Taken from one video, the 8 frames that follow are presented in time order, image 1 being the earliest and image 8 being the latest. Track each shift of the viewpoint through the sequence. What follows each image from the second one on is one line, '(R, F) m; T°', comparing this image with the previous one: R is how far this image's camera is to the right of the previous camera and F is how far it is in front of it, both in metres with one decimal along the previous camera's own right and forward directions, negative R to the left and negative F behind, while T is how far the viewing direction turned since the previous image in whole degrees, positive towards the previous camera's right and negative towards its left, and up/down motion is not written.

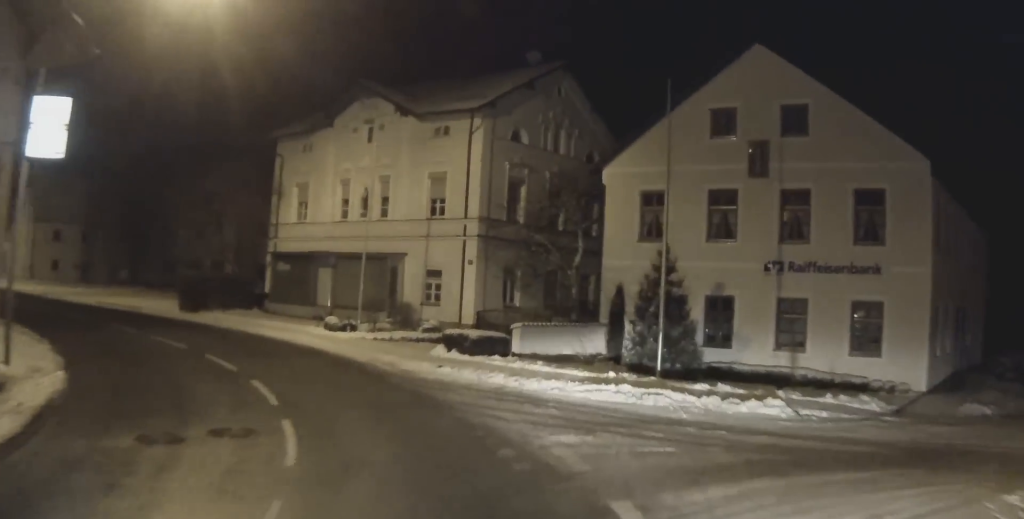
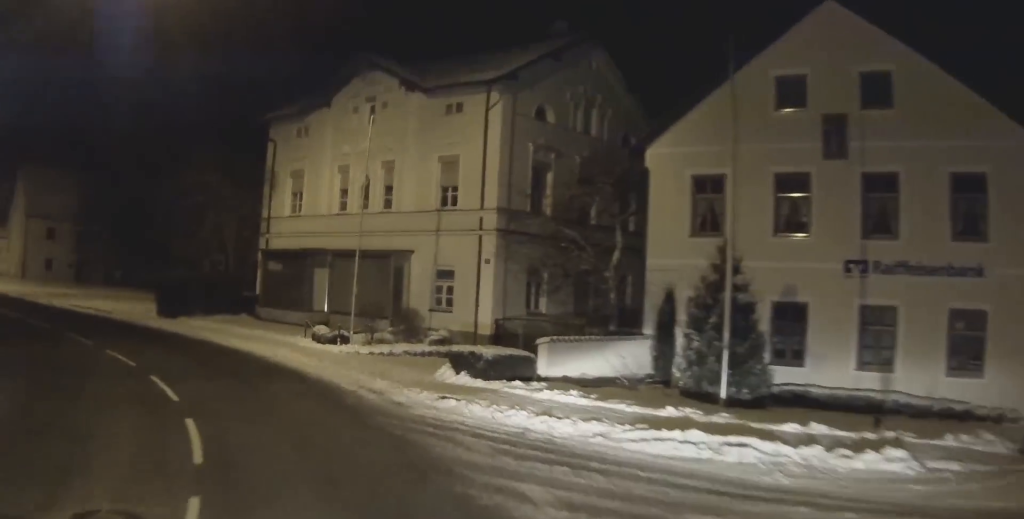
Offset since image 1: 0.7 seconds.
(0.0, +4.5) m; -5°
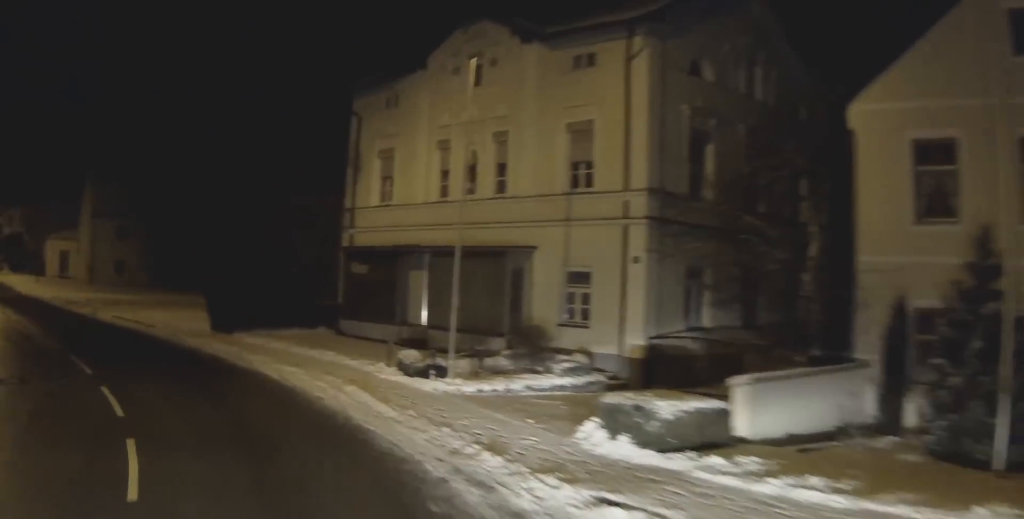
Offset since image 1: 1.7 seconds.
(-0.5, +5.8) m; -14°
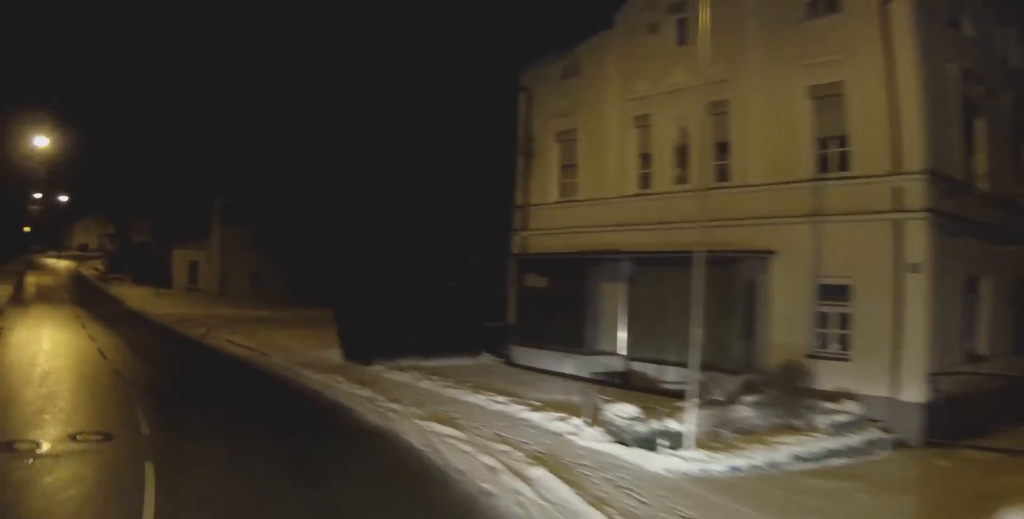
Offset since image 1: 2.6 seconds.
(-0.7, +4.7) m; -16°
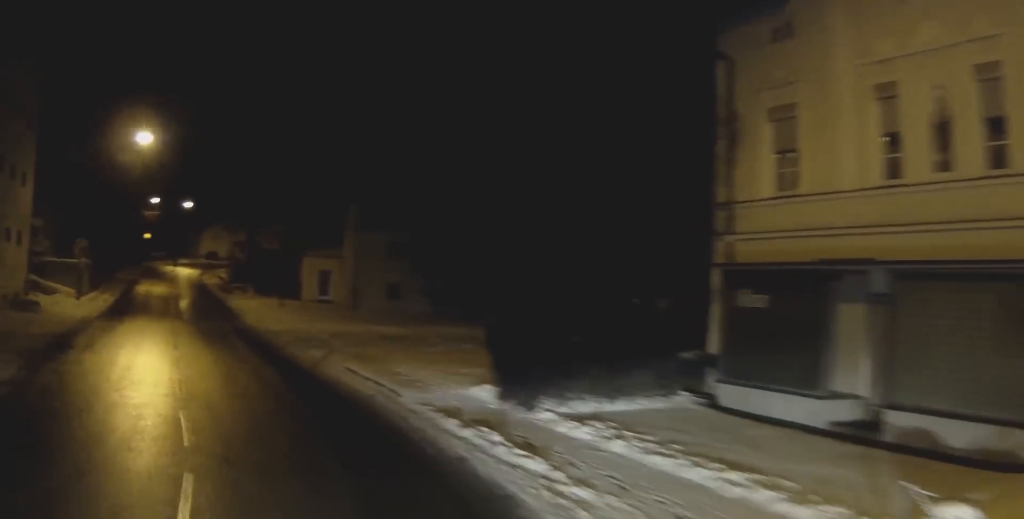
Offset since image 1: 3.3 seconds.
(-0.5, +4.1) m; -9°
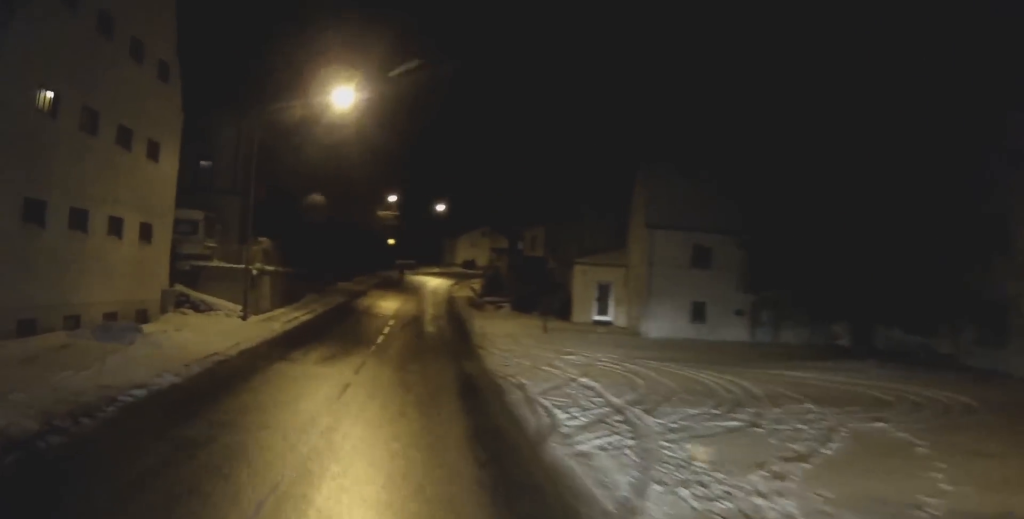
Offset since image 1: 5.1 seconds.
(-0.5, +11.8) m; -4°
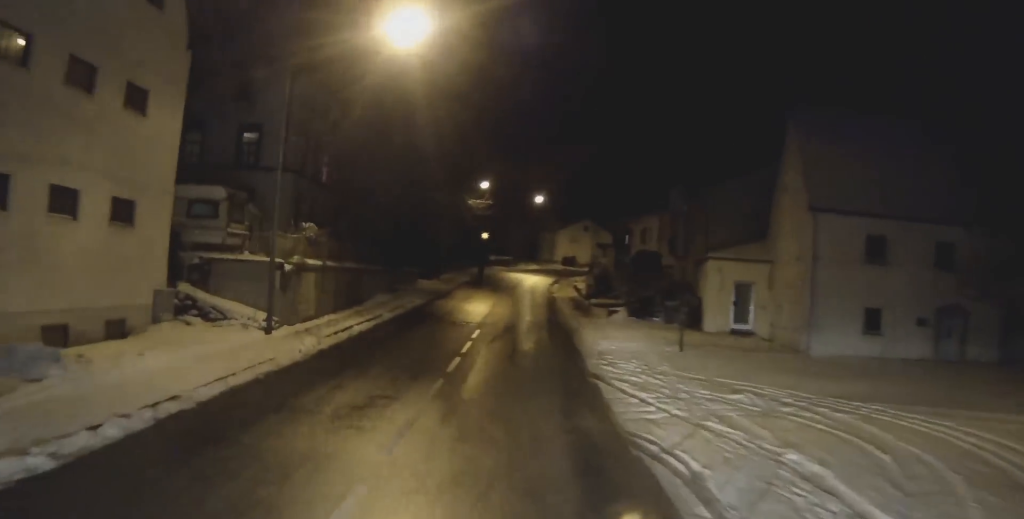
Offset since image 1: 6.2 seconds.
(-0.7, +8.6) m; -6°
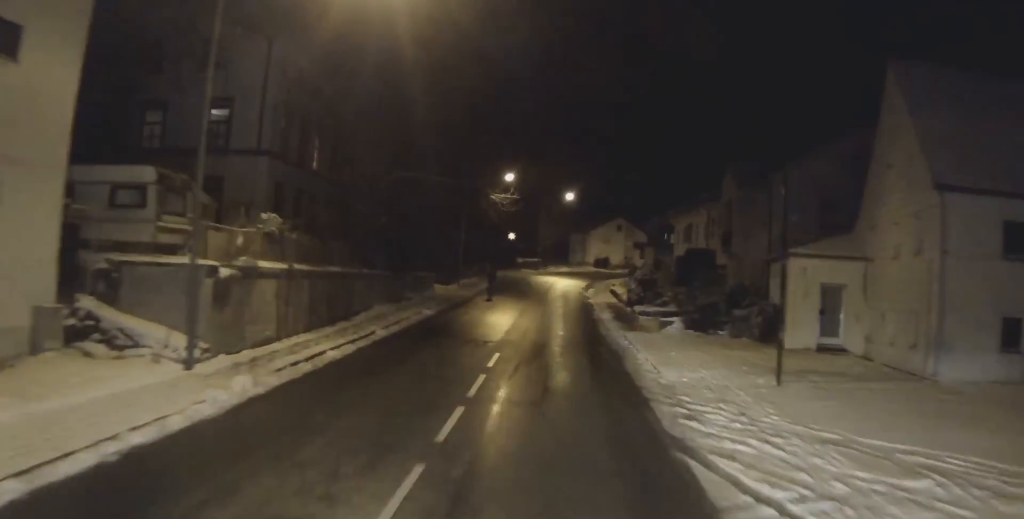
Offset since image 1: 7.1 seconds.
(-0.1, +7.4) m; -1°
